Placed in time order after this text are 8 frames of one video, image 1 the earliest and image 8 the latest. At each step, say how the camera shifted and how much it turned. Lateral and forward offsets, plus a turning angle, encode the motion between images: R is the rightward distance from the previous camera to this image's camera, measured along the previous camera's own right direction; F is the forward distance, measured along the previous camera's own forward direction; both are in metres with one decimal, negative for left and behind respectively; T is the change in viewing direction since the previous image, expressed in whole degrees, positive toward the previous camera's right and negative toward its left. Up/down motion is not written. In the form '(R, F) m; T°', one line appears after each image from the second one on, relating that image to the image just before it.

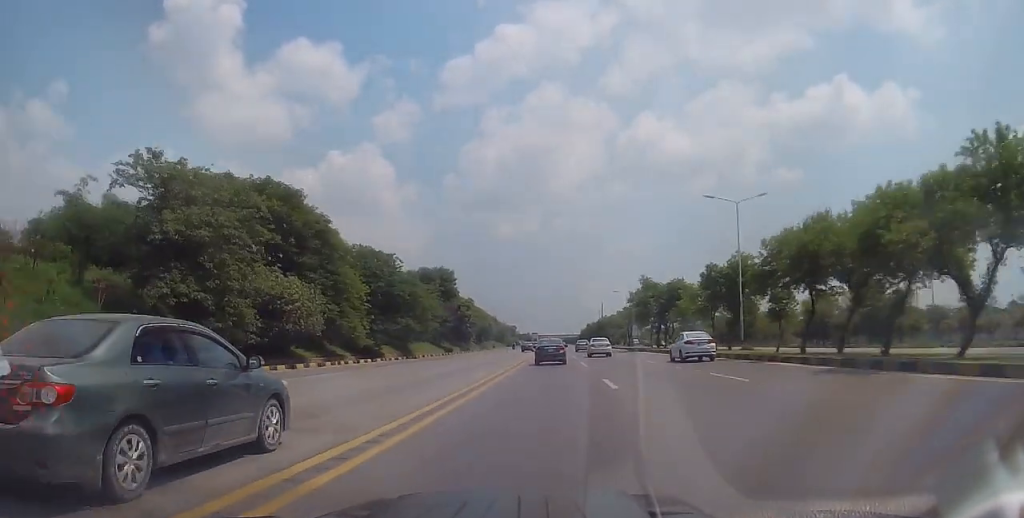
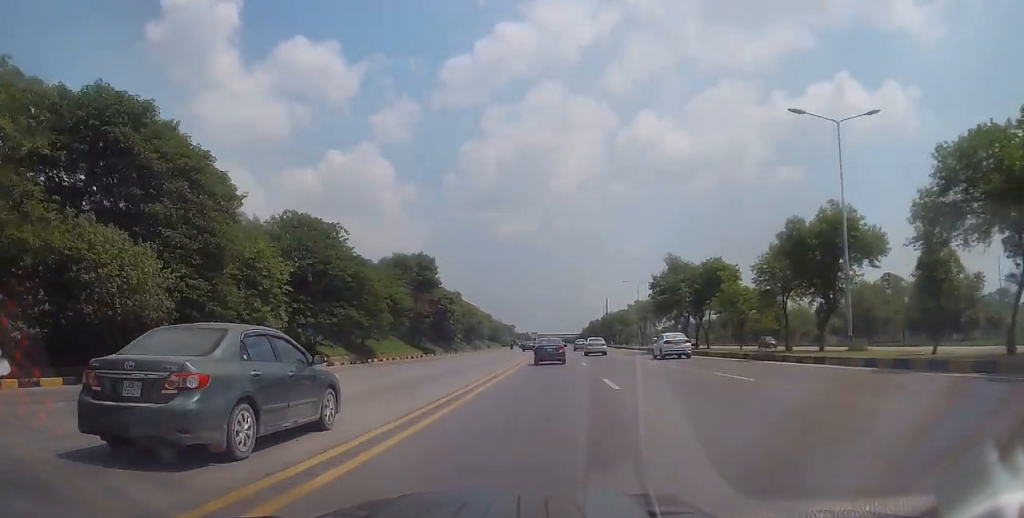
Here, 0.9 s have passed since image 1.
(-0.1, +16.4) m; 0°
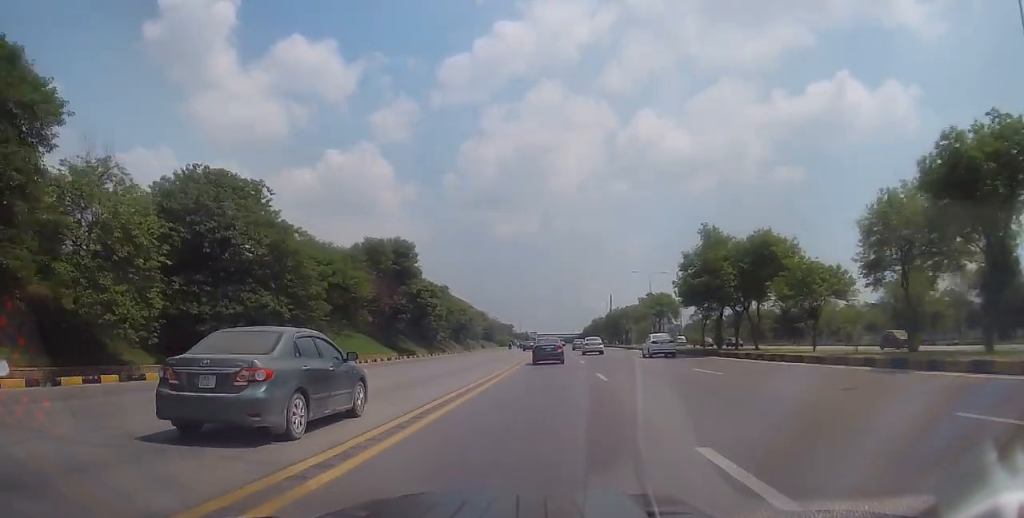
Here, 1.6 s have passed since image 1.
(+0.1, +12.9) m; 0°
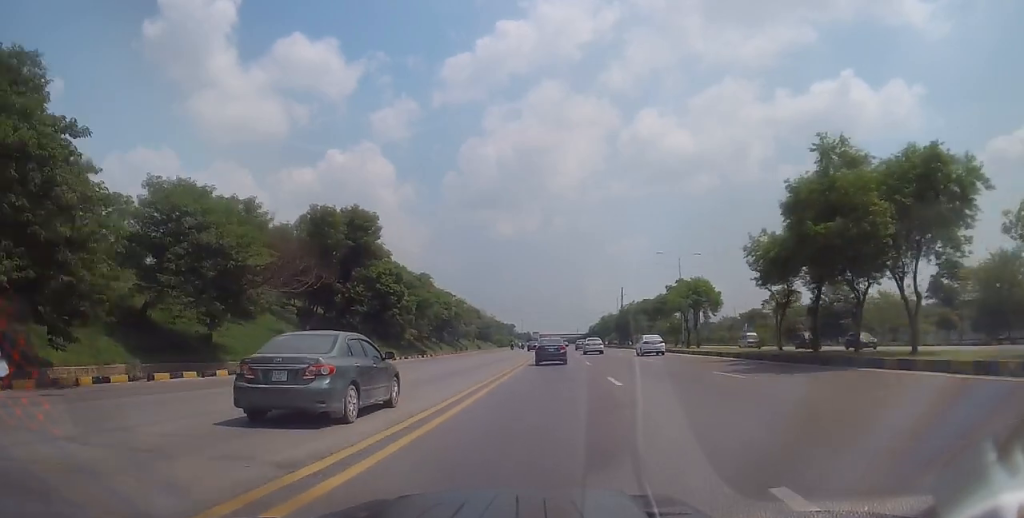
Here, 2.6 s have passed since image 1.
(0.0, +18.0) m; 0°
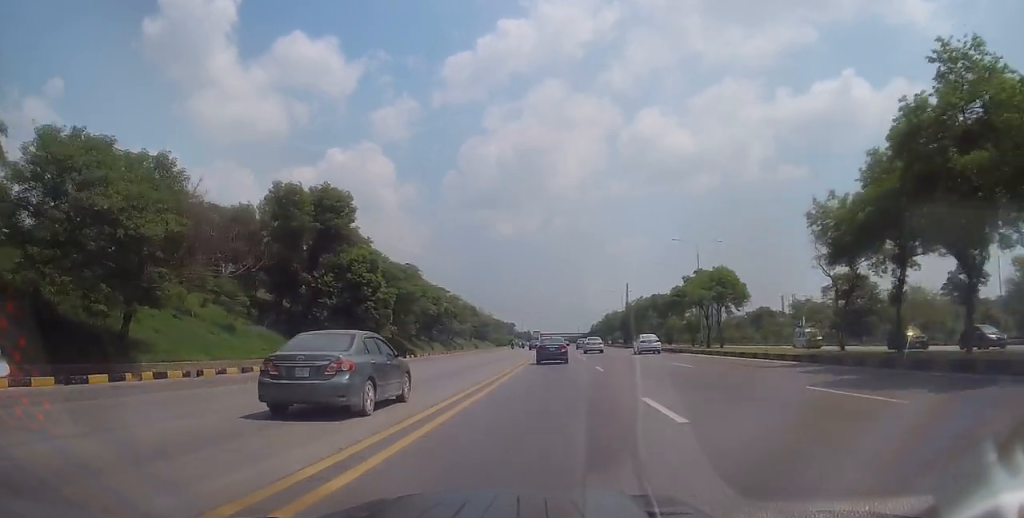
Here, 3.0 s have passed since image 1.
(0.0, +8.1) m; 0°
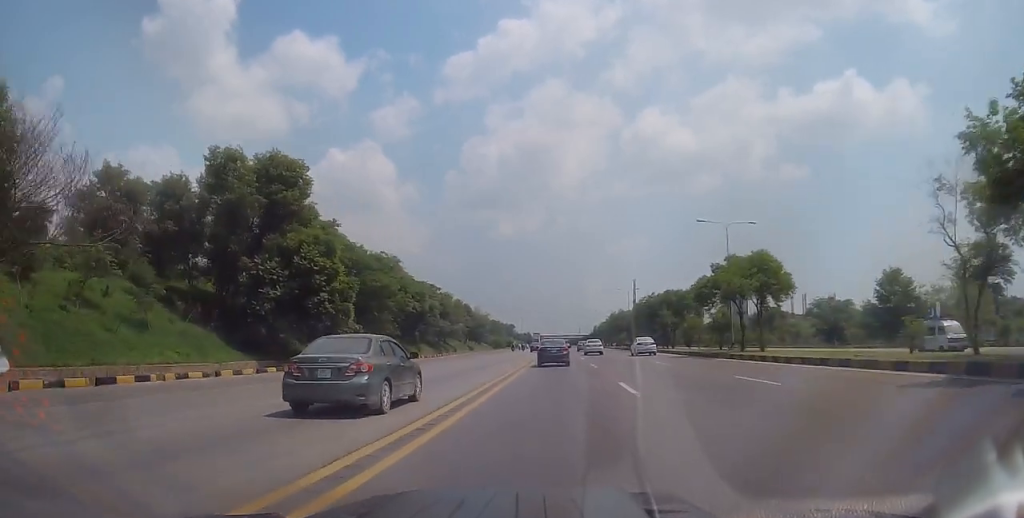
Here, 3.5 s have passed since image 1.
(0.0, +9.9) m; 0°
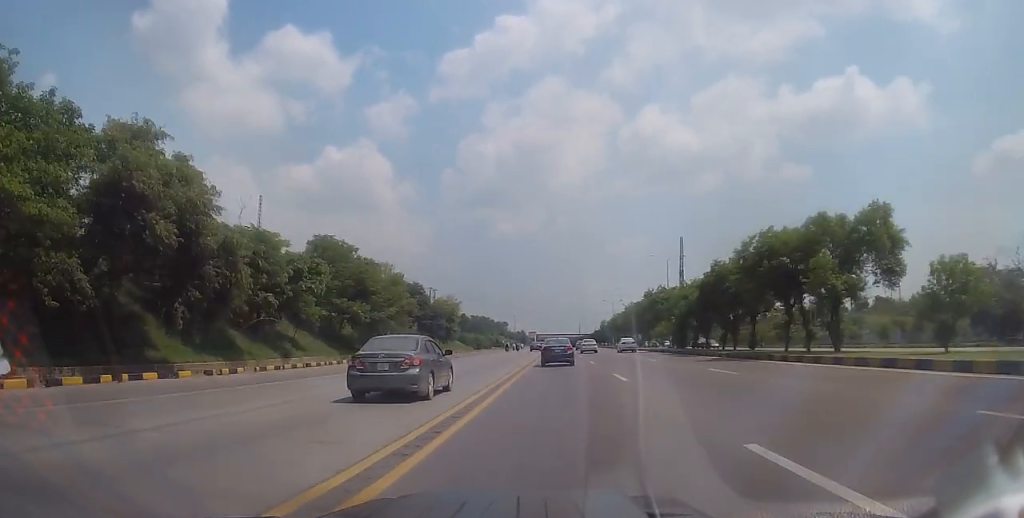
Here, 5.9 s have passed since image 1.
(-0.1, +43.3) m; -1°
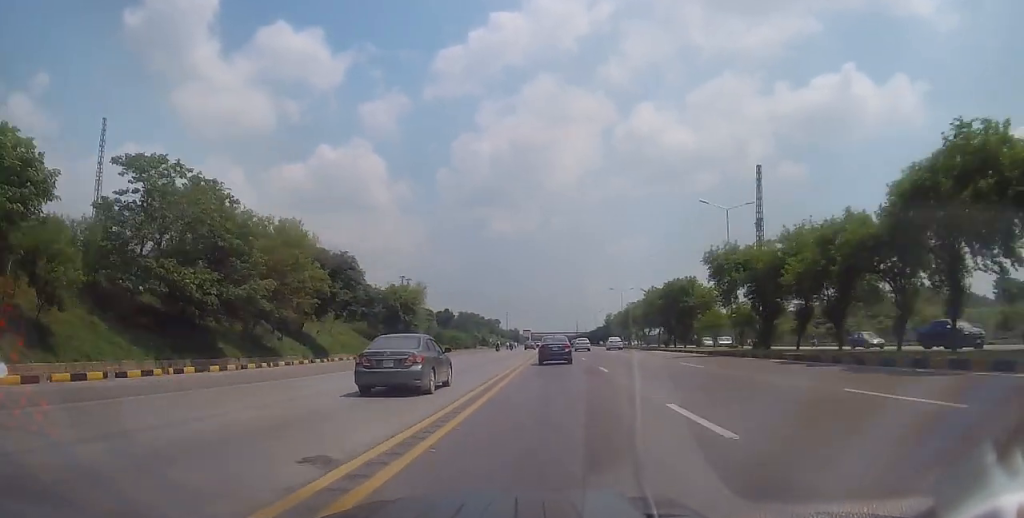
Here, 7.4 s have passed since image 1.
(+0.3, +27.8) m; +1°
